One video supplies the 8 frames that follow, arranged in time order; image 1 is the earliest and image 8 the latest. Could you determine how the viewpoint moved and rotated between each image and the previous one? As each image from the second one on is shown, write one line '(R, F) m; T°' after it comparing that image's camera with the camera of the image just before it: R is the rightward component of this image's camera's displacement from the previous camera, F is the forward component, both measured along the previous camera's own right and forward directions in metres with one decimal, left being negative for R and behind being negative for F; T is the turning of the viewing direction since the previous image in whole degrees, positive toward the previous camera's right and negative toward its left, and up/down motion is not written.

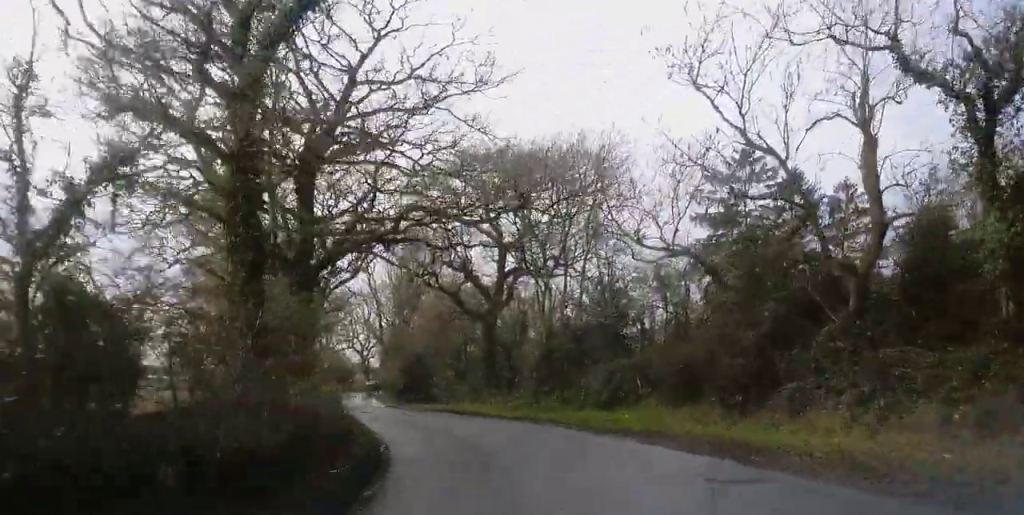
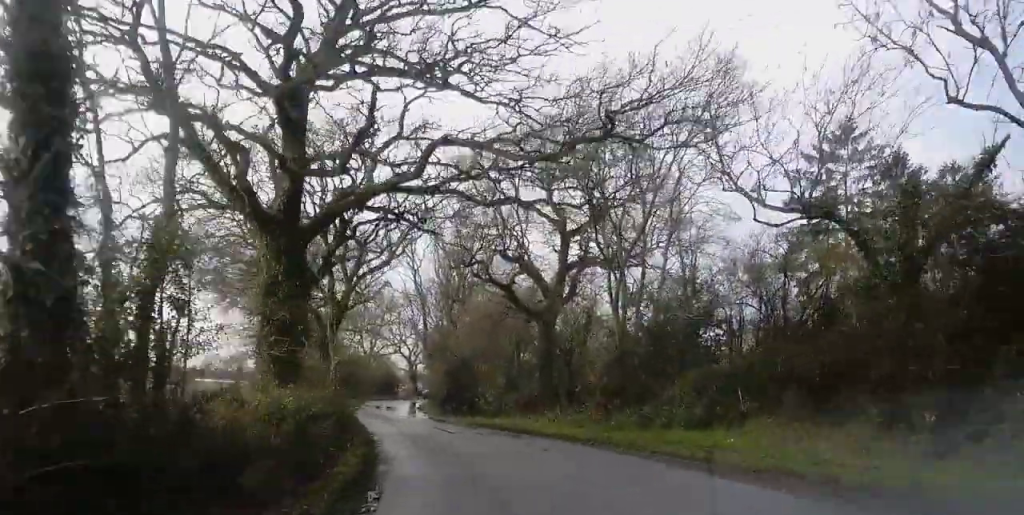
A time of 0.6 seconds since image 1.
(-0.1, +6.5) m; -2°
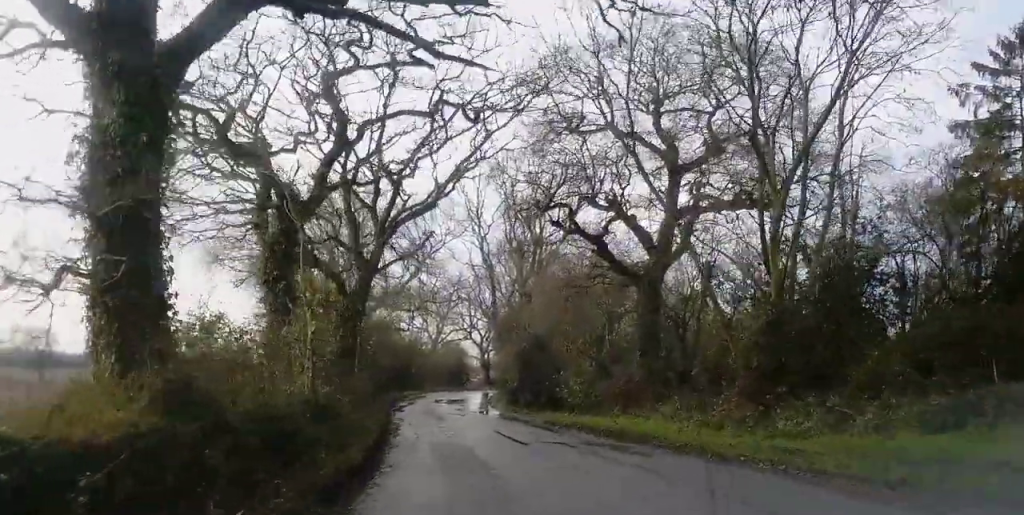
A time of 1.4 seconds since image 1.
(+0.1, +9.0) m; -6°
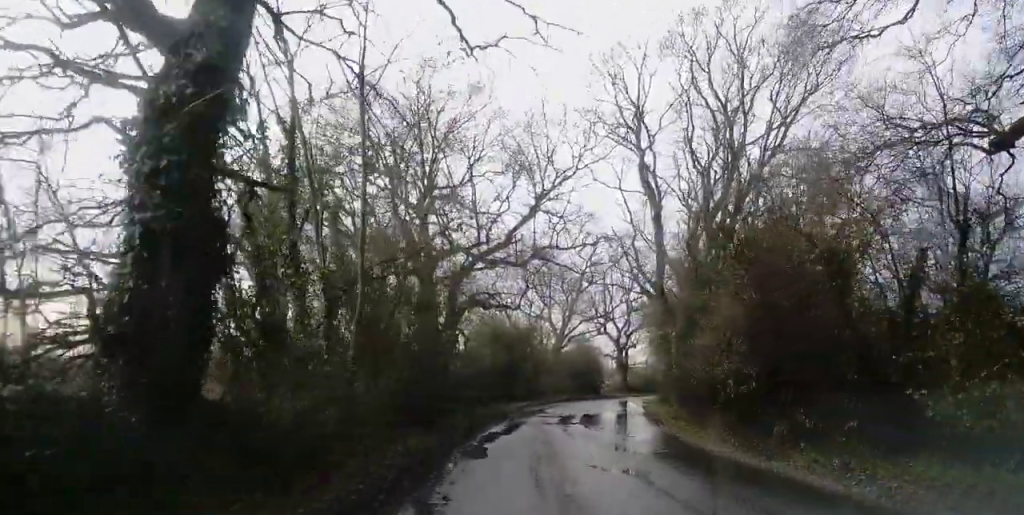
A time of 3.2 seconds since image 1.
(-5.2, +12.7) m; -28°
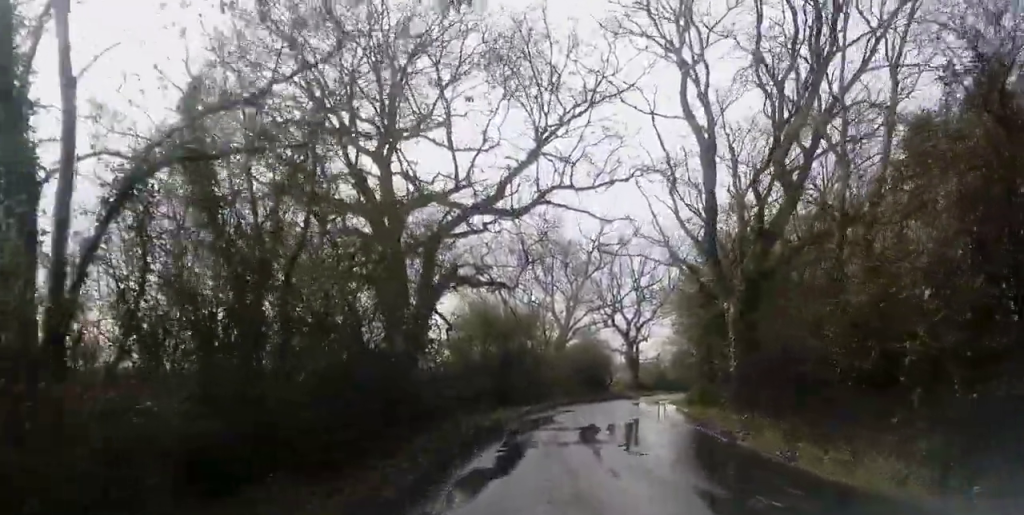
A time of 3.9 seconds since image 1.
(+0.6, +5.4) m; +12°
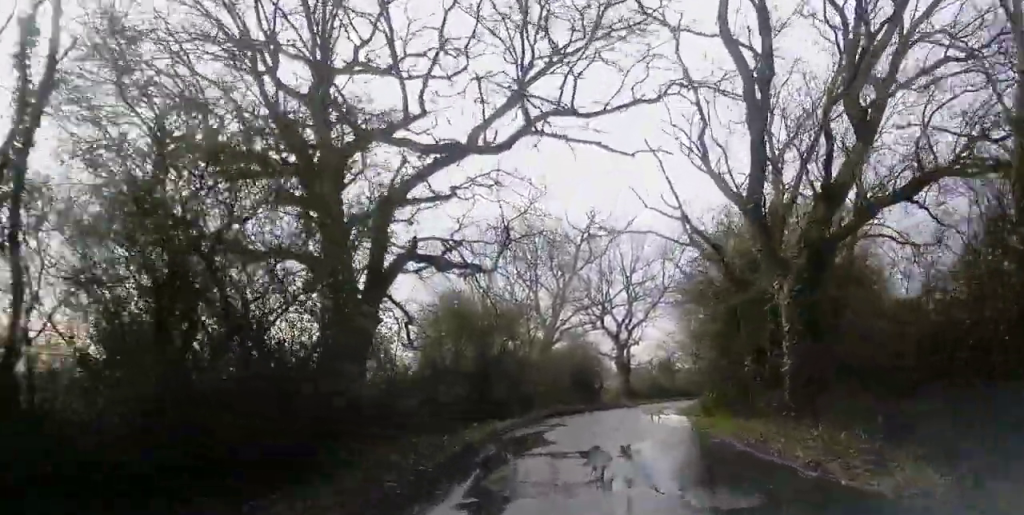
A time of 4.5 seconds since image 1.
(+1.1, +5.3) m; +13°
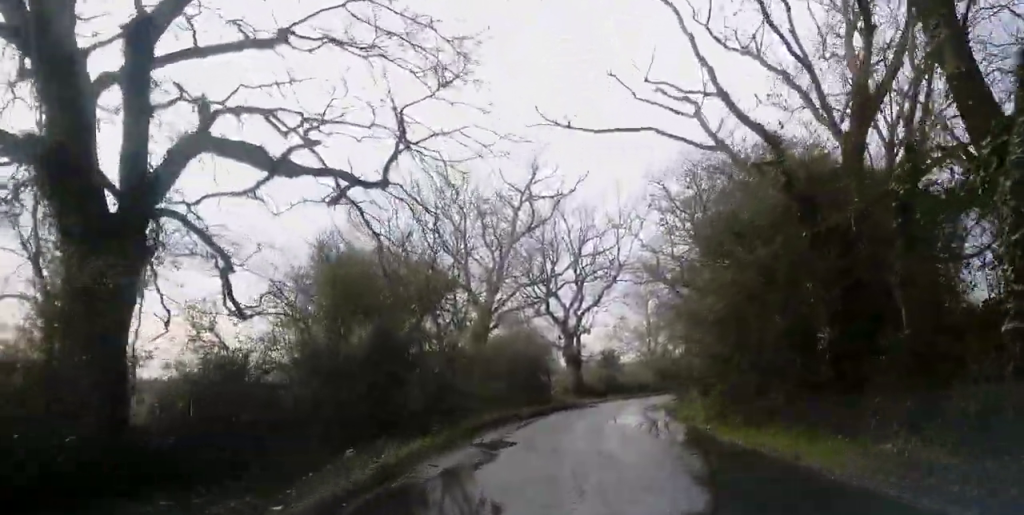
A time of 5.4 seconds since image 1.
(+0.2, +12.2) m; +1°
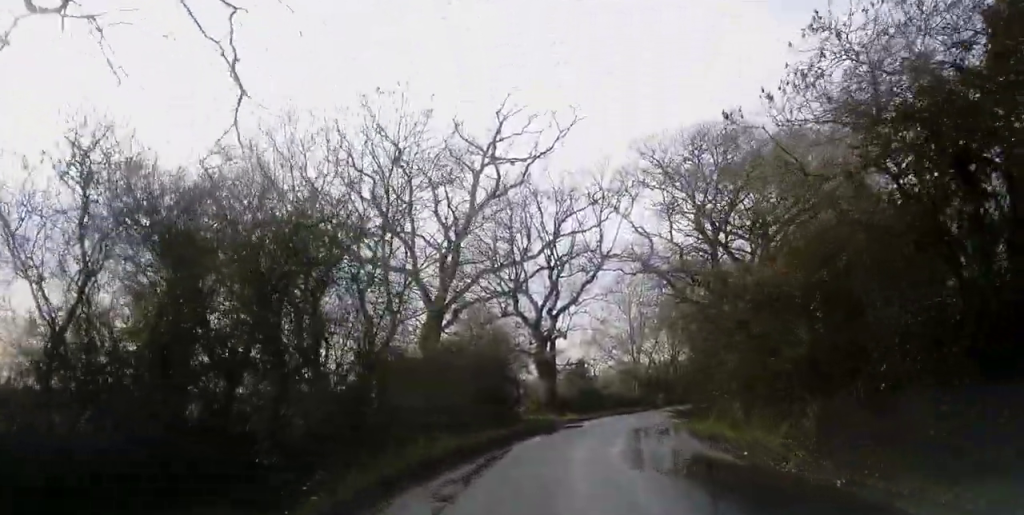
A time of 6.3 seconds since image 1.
(0.0, +11.2) m; -1°
